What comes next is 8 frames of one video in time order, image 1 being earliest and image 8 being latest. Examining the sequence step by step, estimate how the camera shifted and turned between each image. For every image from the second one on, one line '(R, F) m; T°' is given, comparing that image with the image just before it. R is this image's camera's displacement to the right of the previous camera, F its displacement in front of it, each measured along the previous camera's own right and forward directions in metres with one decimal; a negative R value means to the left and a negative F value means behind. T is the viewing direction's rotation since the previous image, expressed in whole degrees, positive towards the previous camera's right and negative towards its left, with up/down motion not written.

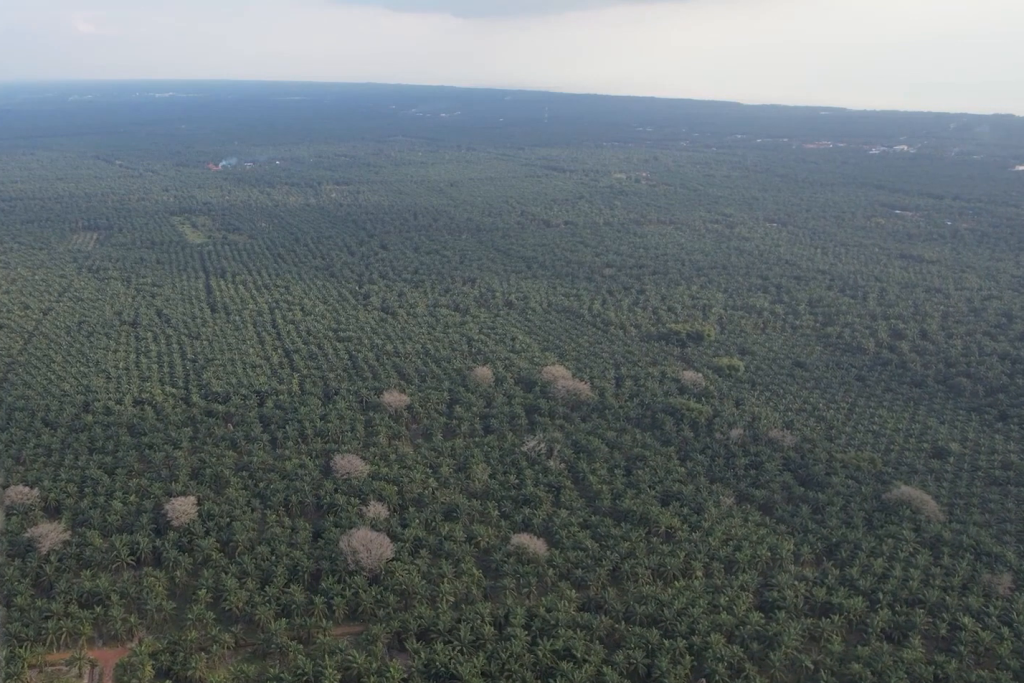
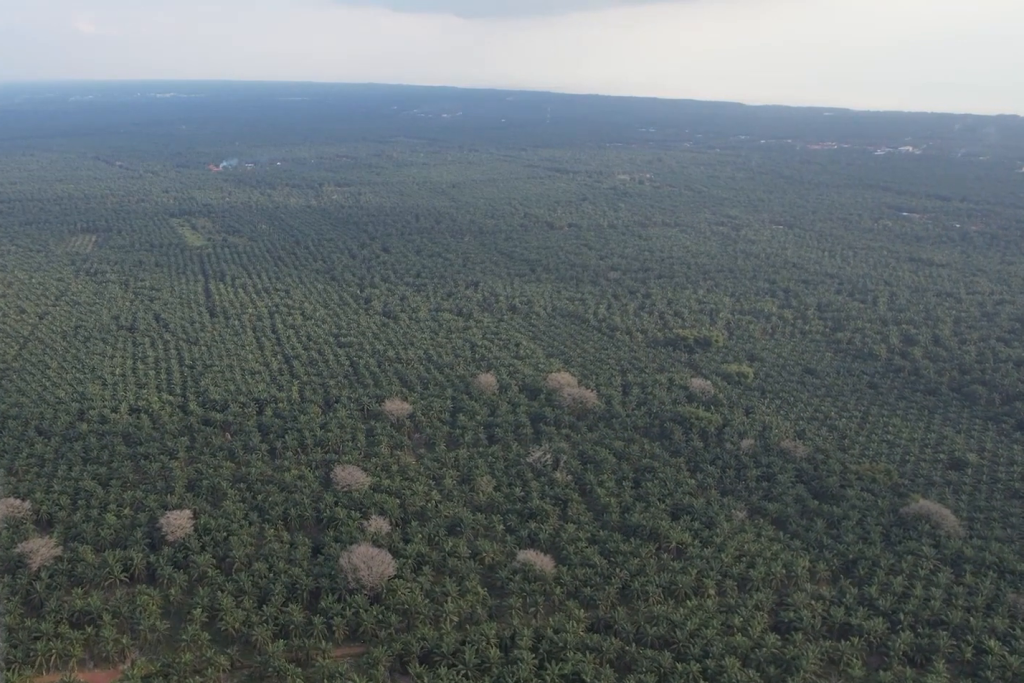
(0.0, +13.6) m; 0°
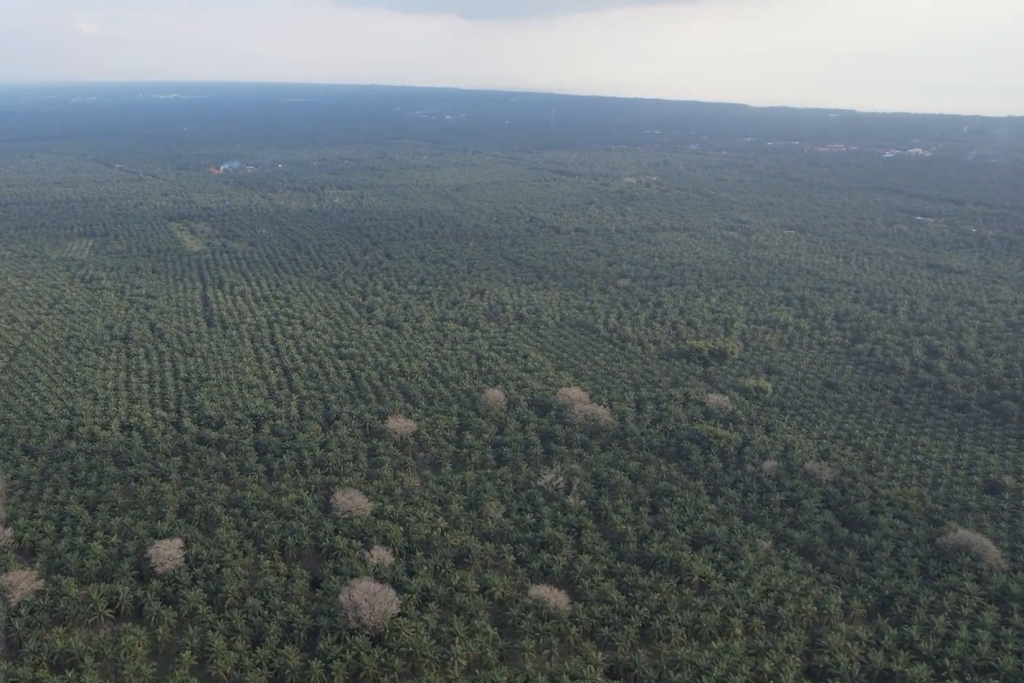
(0.0, +26.4) m; 0°
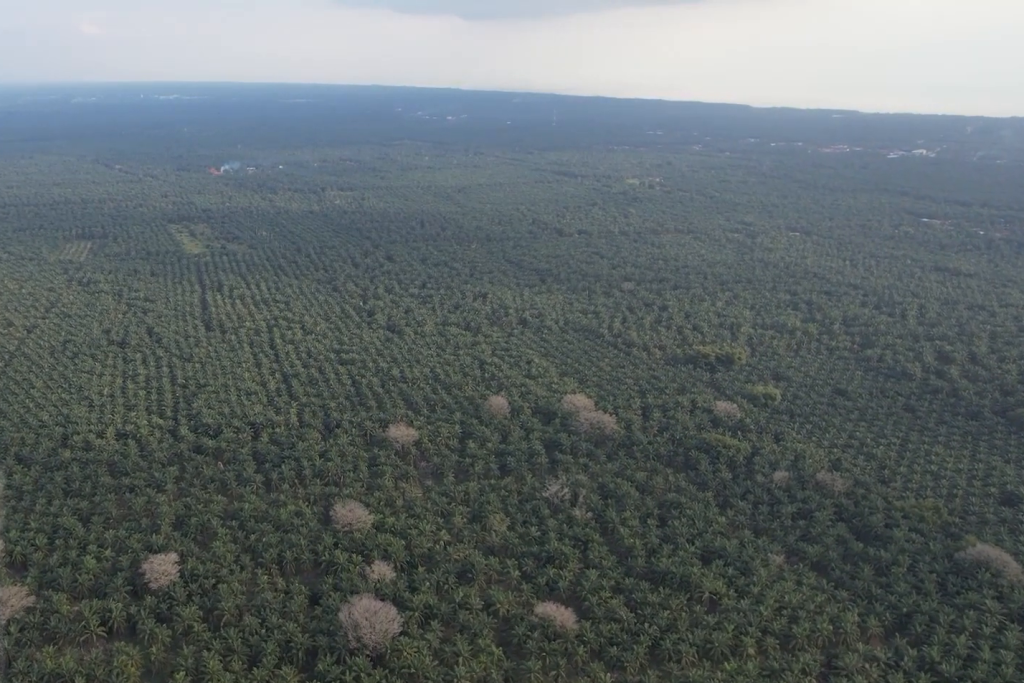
(0.0, +11.9) m; 0°
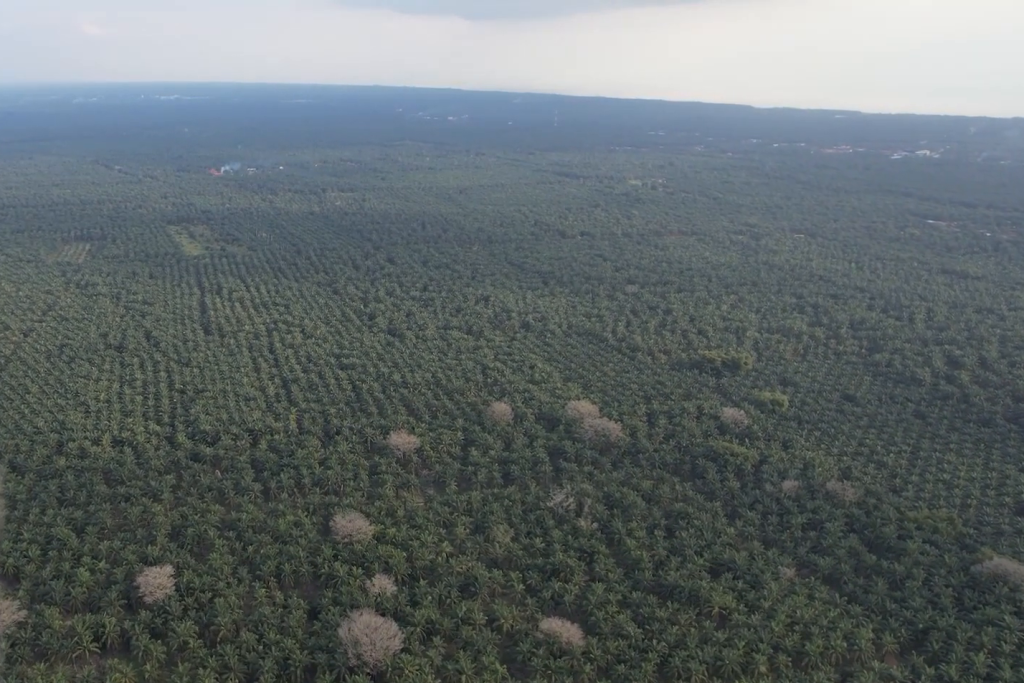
(0.0, +10.1) m; 0°
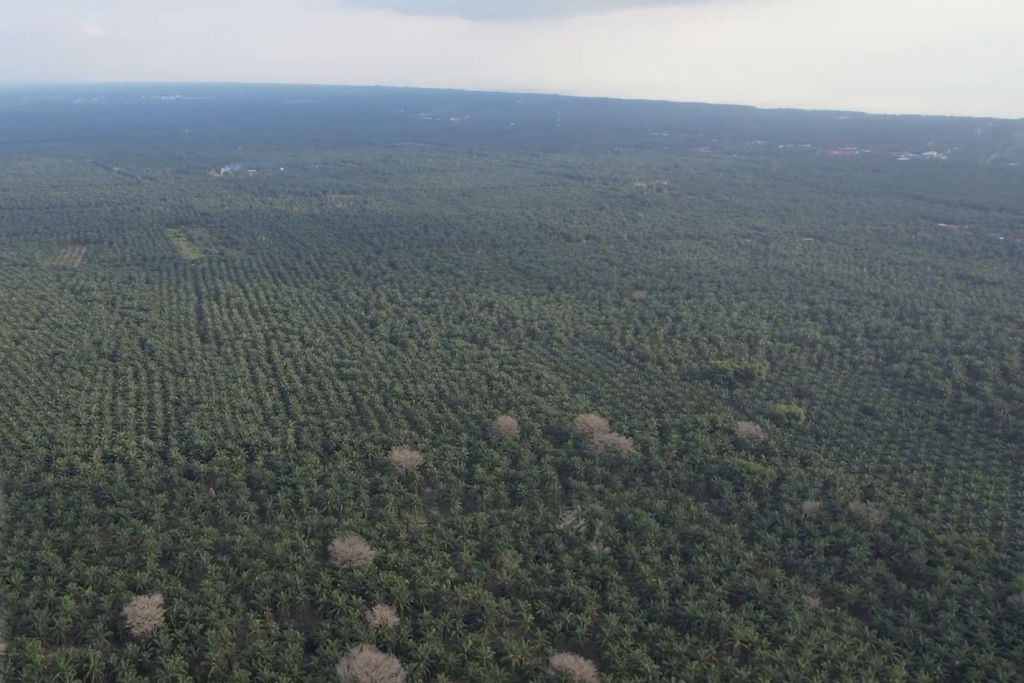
(0.0, +21.5) m; 0°
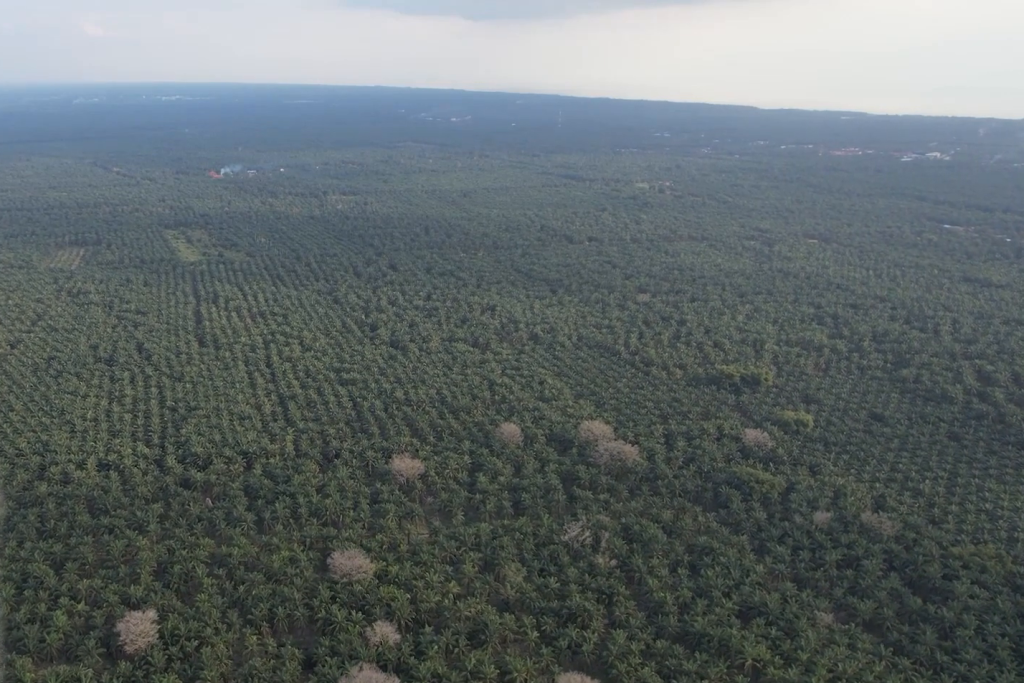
(0.0, +10.2) m; 0°
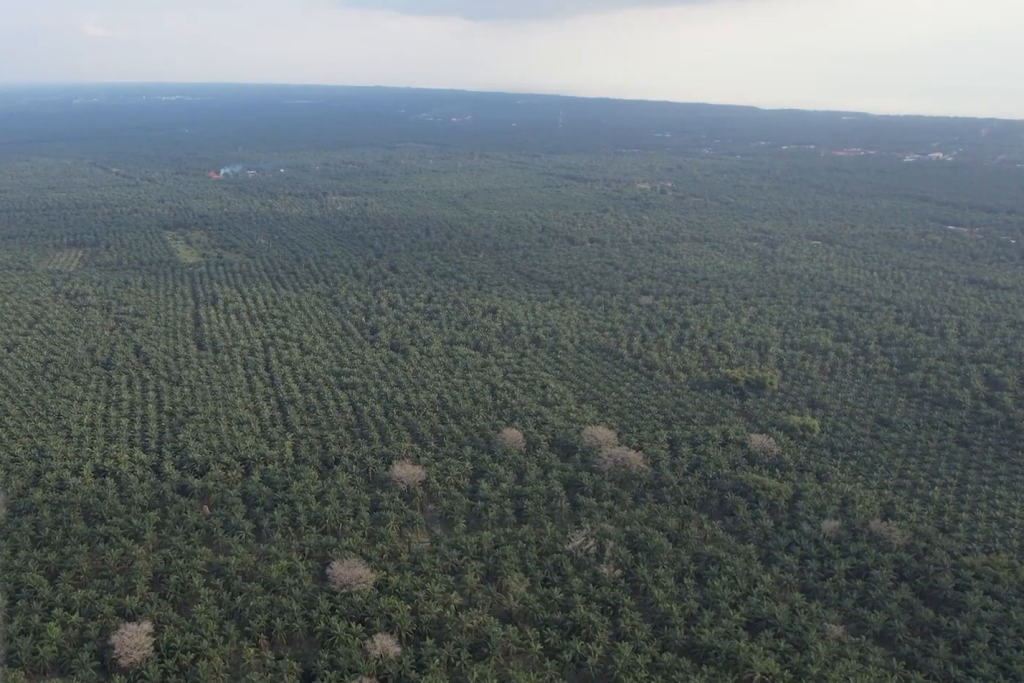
(0.0, +7.8) m; 0°
